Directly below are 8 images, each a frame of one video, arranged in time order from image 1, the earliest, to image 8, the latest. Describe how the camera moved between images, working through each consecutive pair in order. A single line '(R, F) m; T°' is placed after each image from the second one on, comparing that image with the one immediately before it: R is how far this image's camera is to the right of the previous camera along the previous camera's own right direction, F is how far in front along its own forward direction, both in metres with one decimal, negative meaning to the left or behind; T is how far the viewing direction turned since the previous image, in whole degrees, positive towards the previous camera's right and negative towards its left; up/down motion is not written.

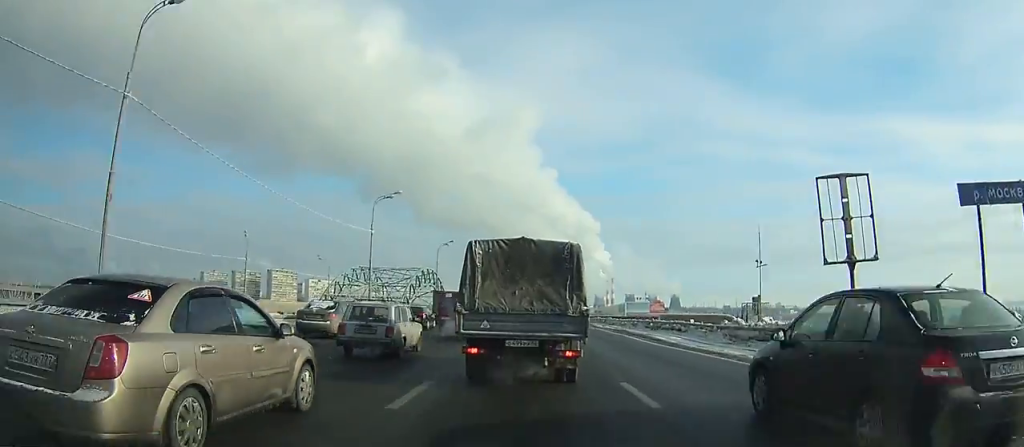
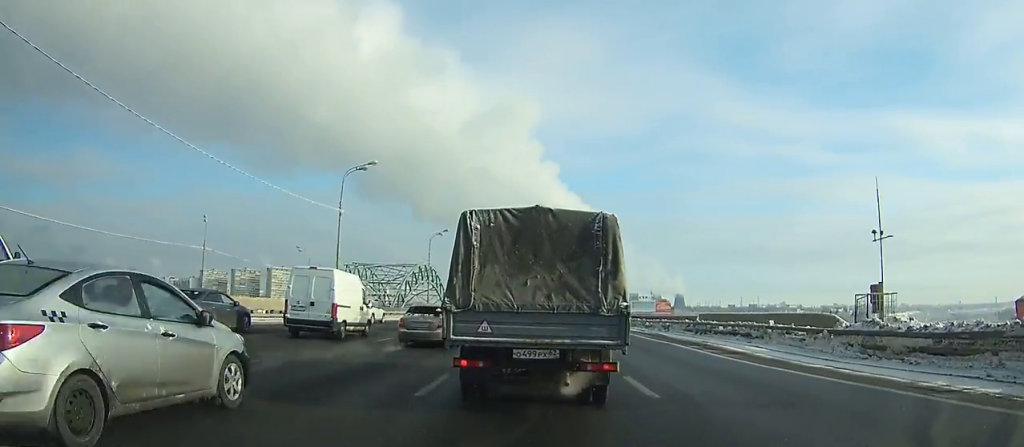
(-0.2, +12.0) m; 0°
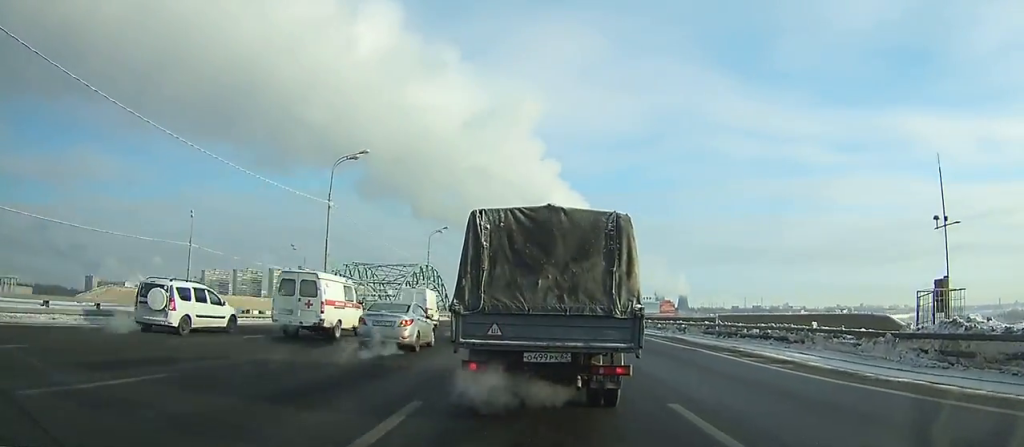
(+0.1, +6.3) m; +1°
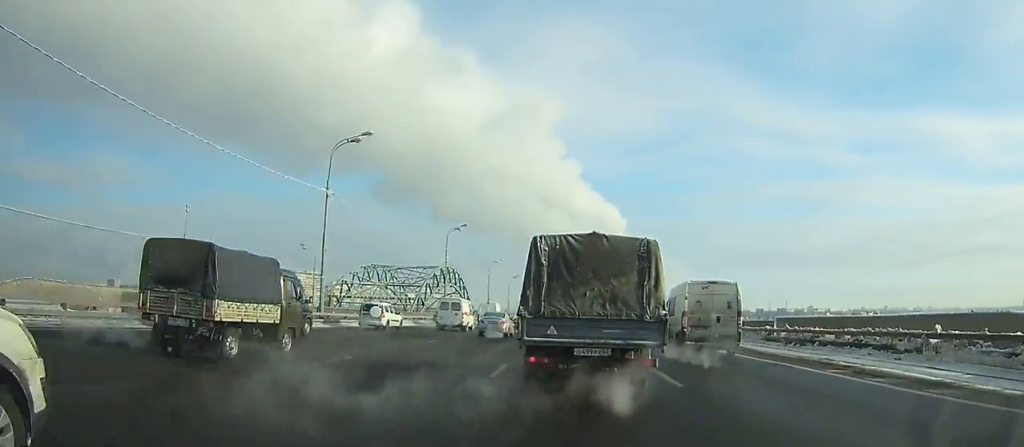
(+0.1, +8.8) m; 0°
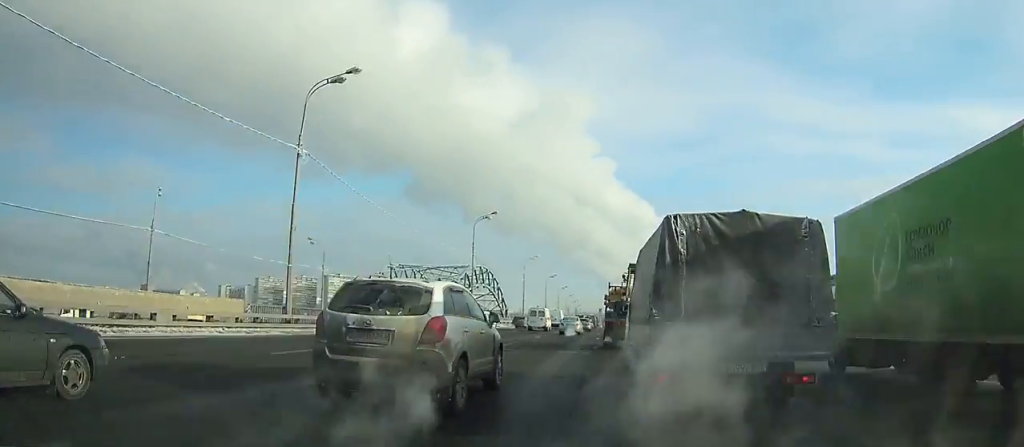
(-0.1, +11.1) m; -1°
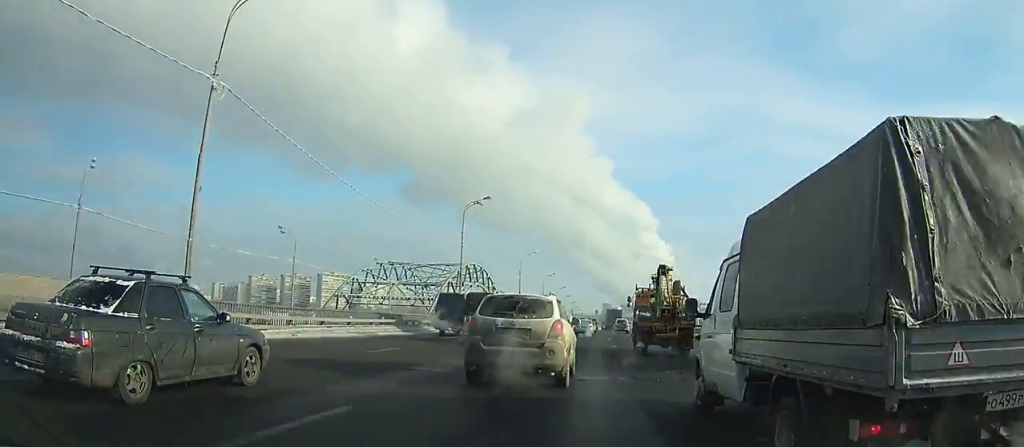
(-0.1, +9.0) m; +1°
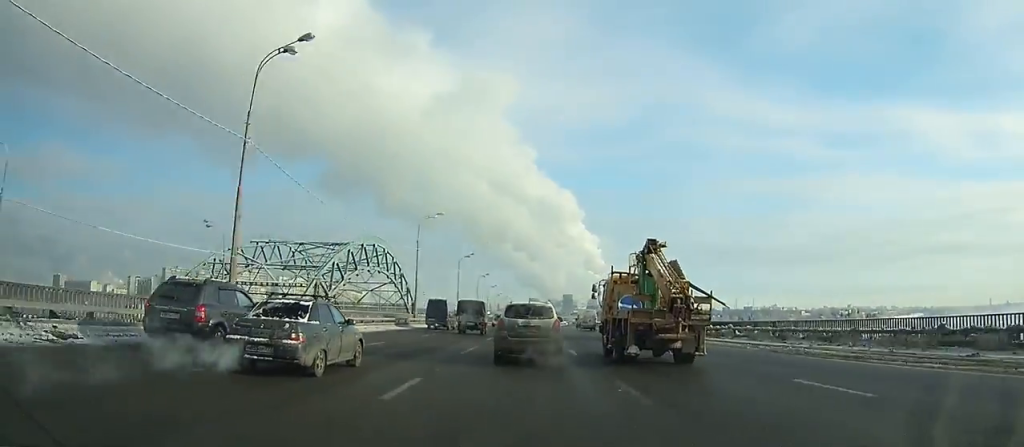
(+0.8, +31.1) m; +2°
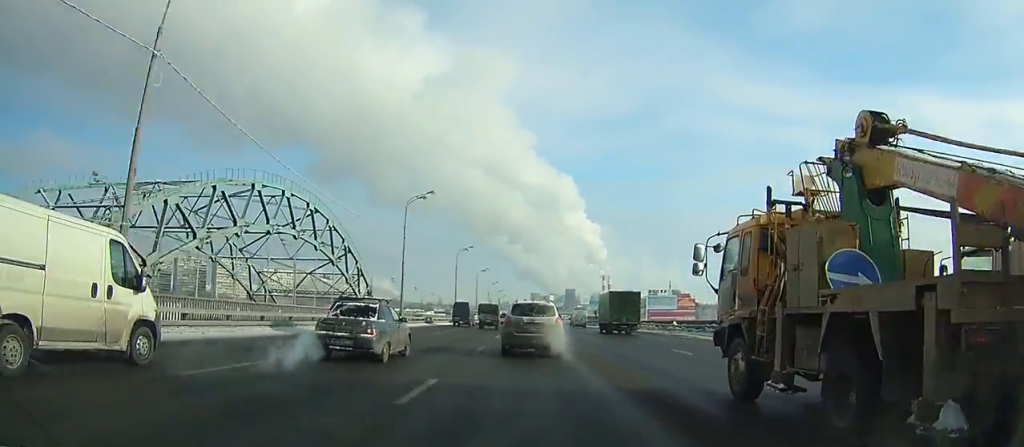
(-0.2, +48.4) m; 0°
